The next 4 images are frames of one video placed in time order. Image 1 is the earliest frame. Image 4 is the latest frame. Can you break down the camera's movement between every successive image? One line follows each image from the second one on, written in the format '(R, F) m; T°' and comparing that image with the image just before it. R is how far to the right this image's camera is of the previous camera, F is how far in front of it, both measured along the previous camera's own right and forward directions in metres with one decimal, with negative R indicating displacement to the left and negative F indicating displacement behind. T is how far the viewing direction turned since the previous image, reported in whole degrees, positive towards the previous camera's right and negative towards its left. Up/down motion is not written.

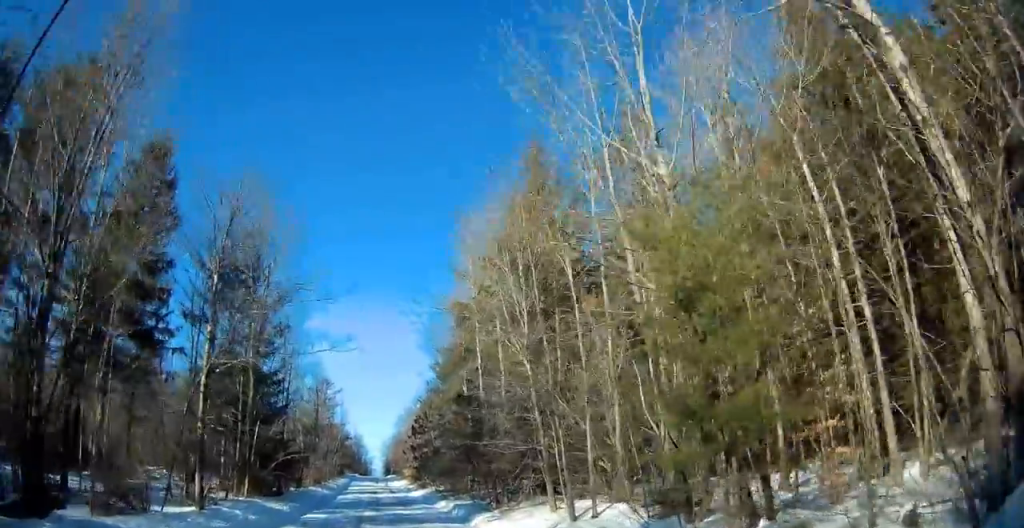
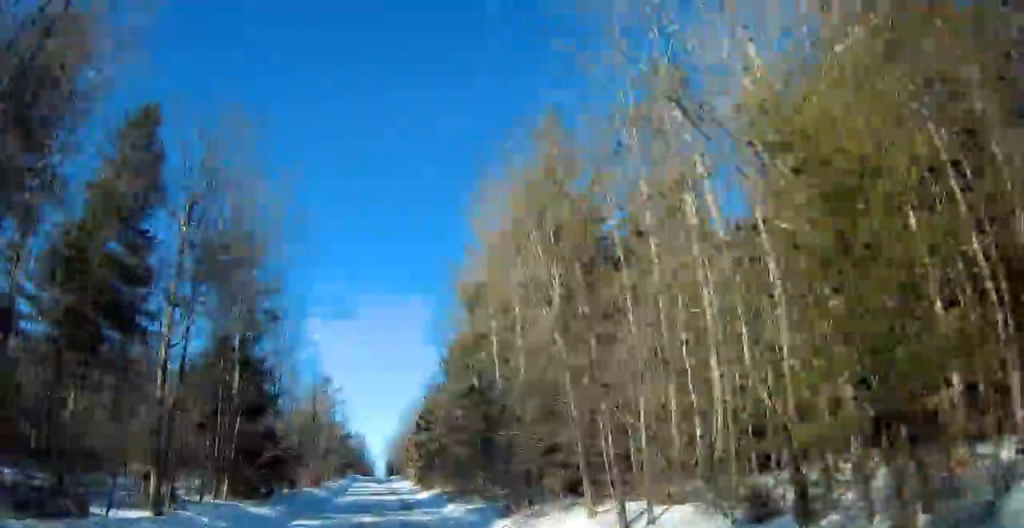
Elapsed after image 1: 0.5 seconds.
(-0.1, +3.9) m; 0°
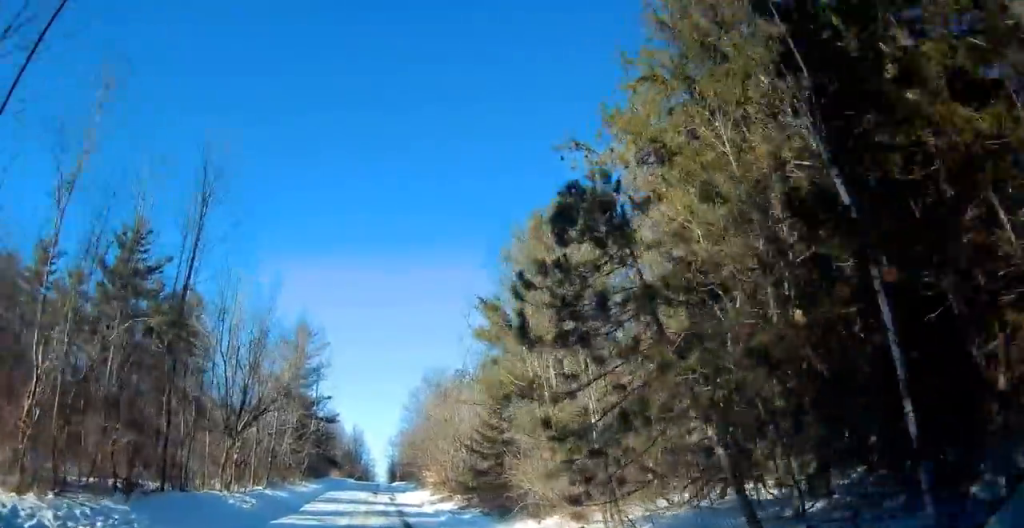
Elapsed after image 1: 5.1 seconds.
(0.0, +37.9) m; 0°
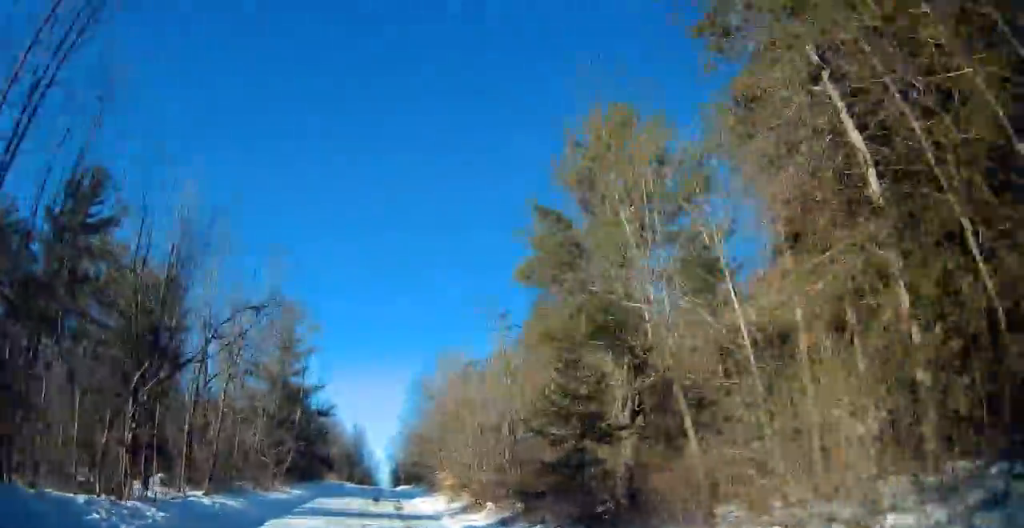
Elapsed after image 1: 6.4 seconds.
(0.0, +10.4) m; 0°
